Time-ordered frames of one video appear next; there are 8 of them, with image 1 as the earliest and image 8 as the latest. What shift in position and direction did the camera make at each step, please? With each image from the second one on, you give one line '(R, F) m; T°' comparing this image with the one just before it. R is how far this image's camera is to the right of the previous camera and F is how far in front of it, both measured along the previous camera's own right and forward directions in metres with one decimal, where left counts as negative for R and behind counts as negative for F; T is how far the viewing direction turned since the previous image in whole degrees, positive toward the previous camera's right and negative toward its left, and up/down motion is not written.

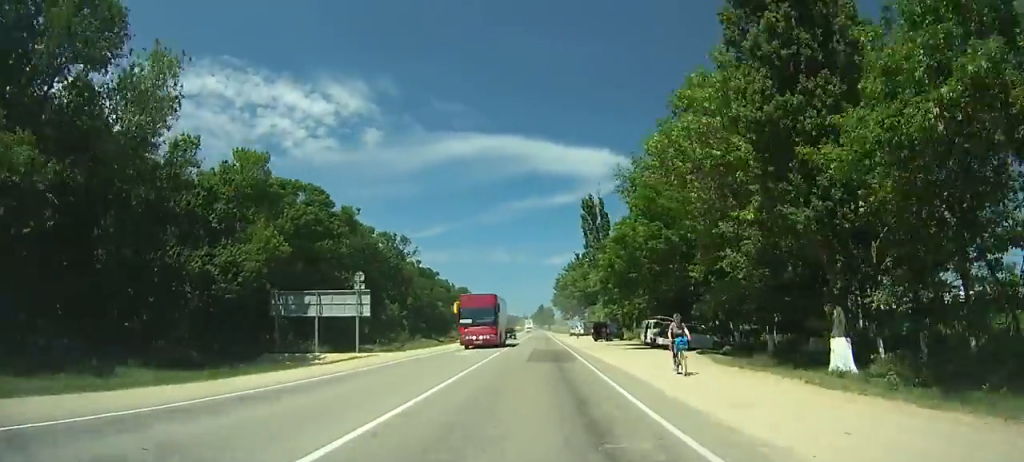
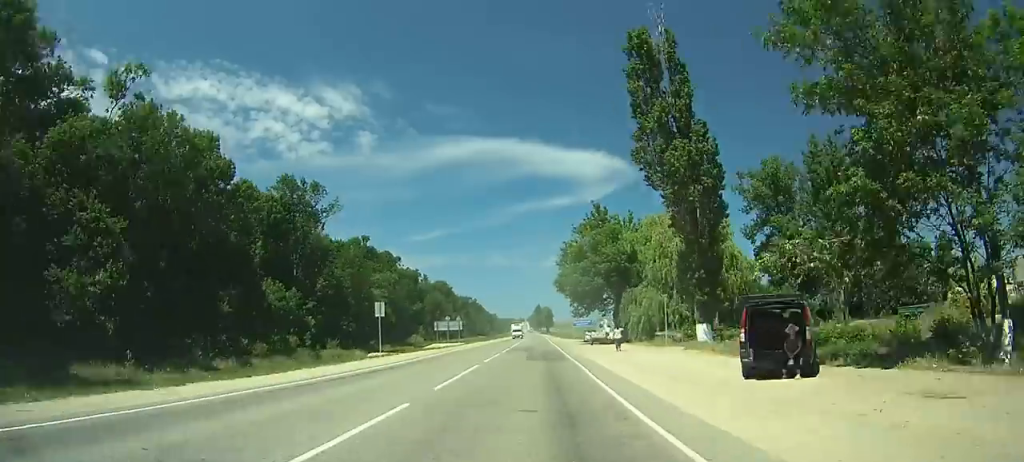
(+0.1, +44.0) m; -1°
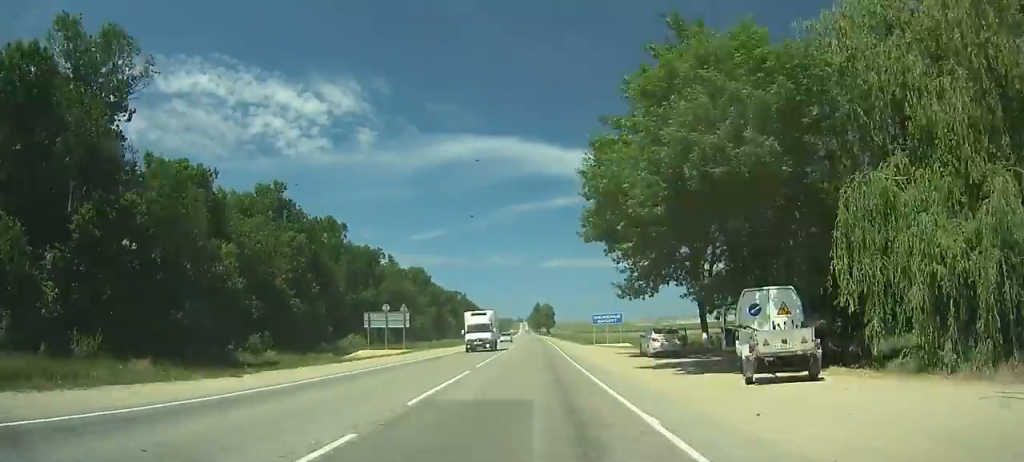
(-0.3, +39.9) m; 0°
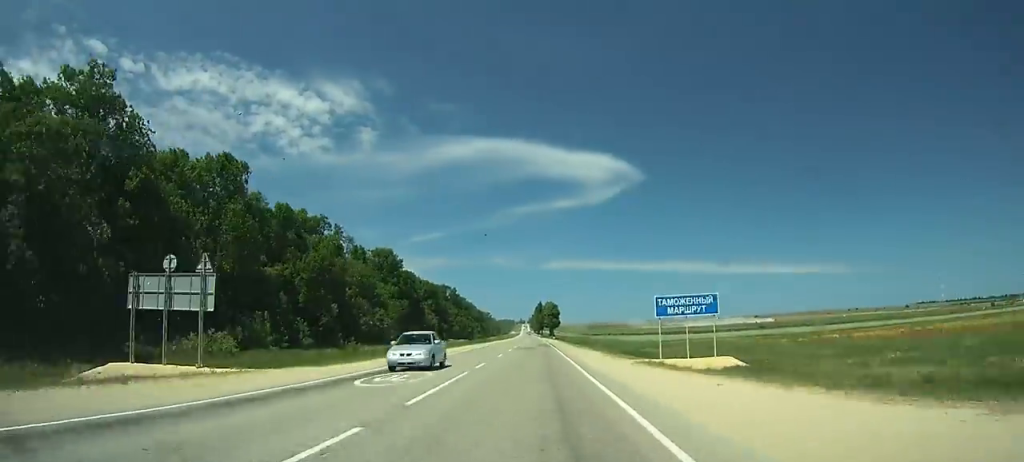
(-0.1, +35.8) m; 0°
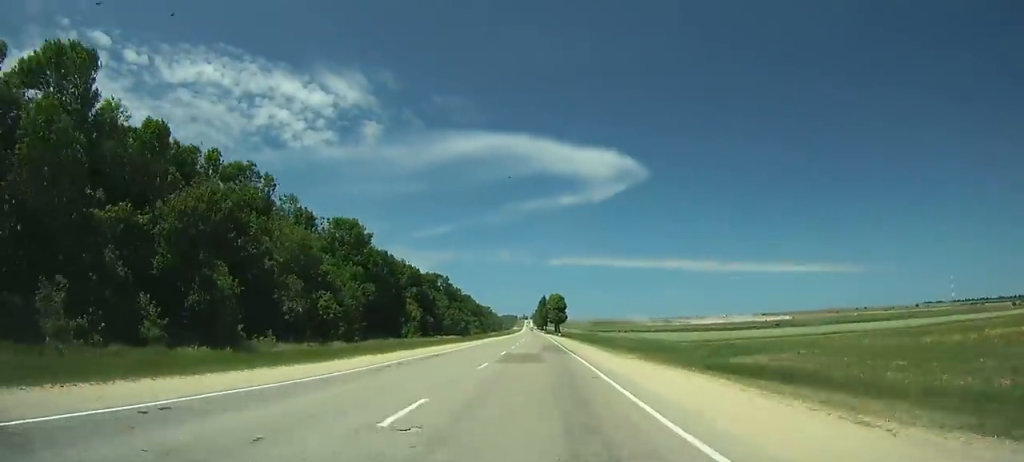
(0.0, +27.1) m; 0°
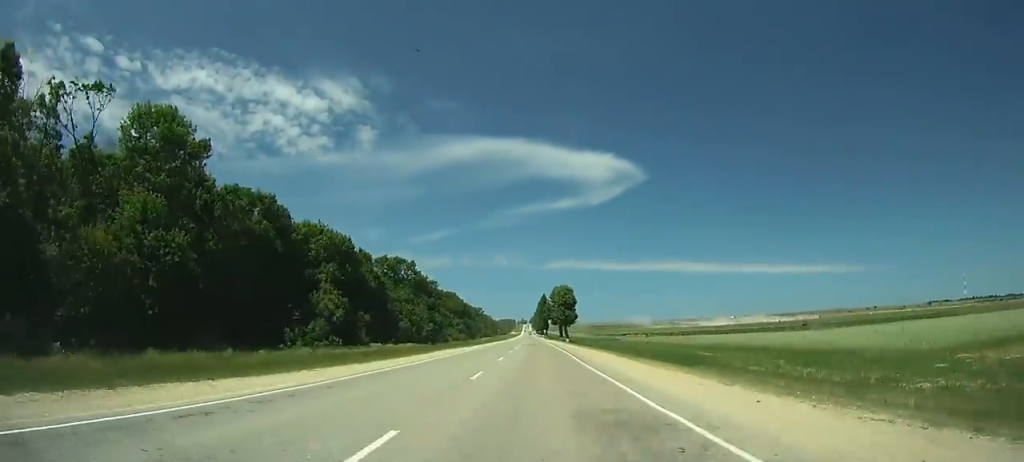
(0.0, +52.5) m; 0°
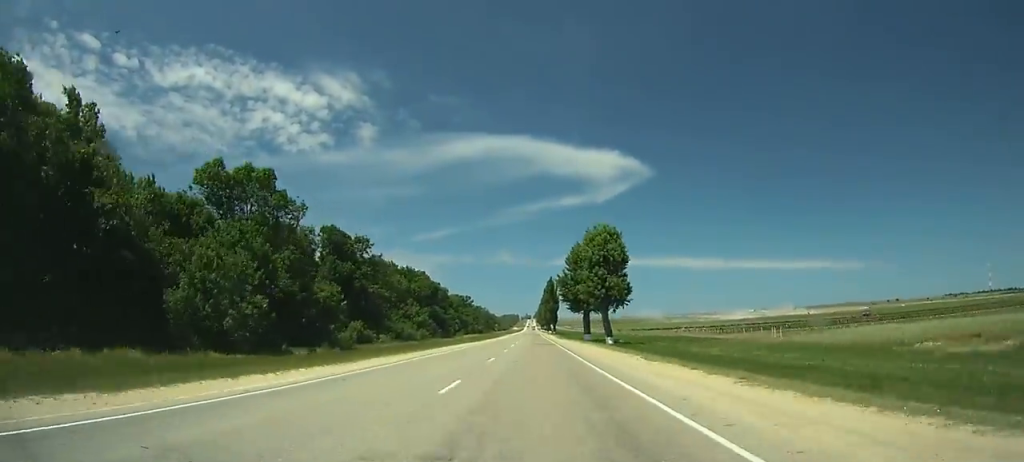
(0.0, +78.5) m; 0°
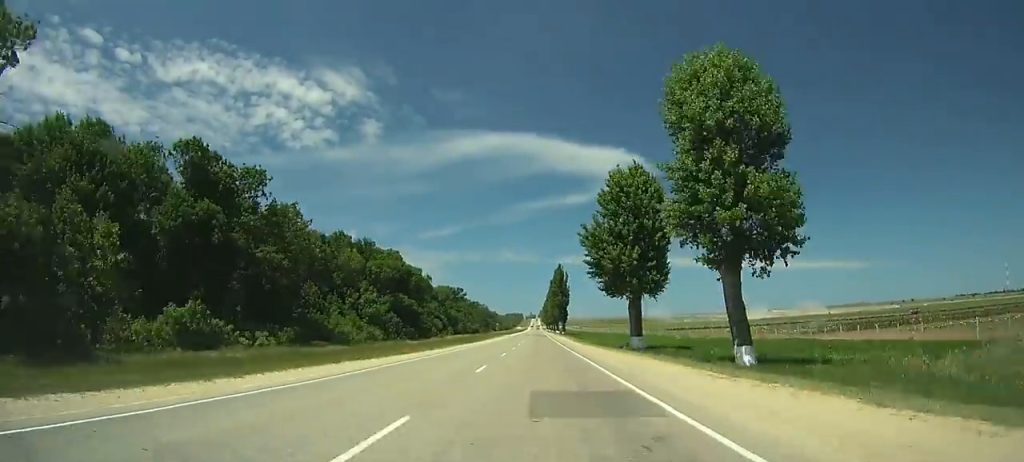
(-0.1, +43.2) m; 0°
